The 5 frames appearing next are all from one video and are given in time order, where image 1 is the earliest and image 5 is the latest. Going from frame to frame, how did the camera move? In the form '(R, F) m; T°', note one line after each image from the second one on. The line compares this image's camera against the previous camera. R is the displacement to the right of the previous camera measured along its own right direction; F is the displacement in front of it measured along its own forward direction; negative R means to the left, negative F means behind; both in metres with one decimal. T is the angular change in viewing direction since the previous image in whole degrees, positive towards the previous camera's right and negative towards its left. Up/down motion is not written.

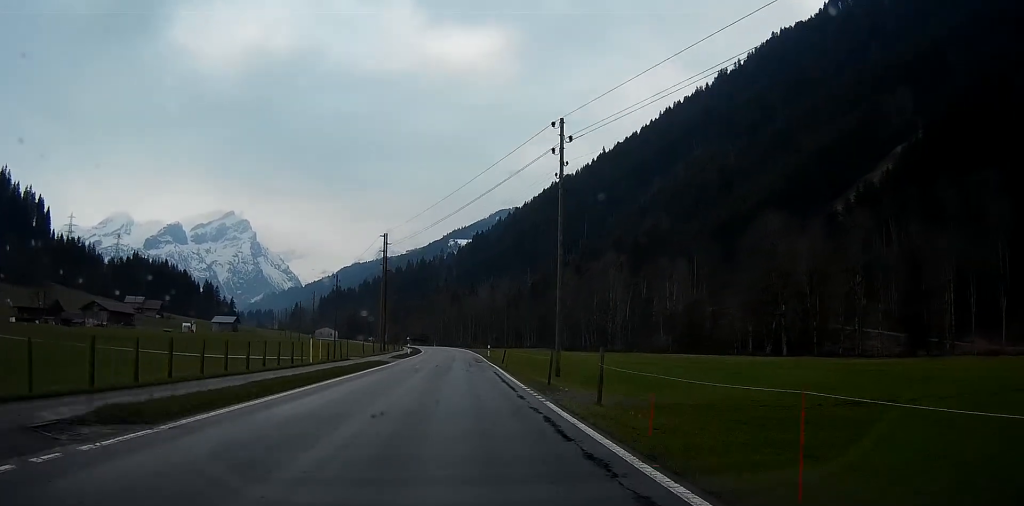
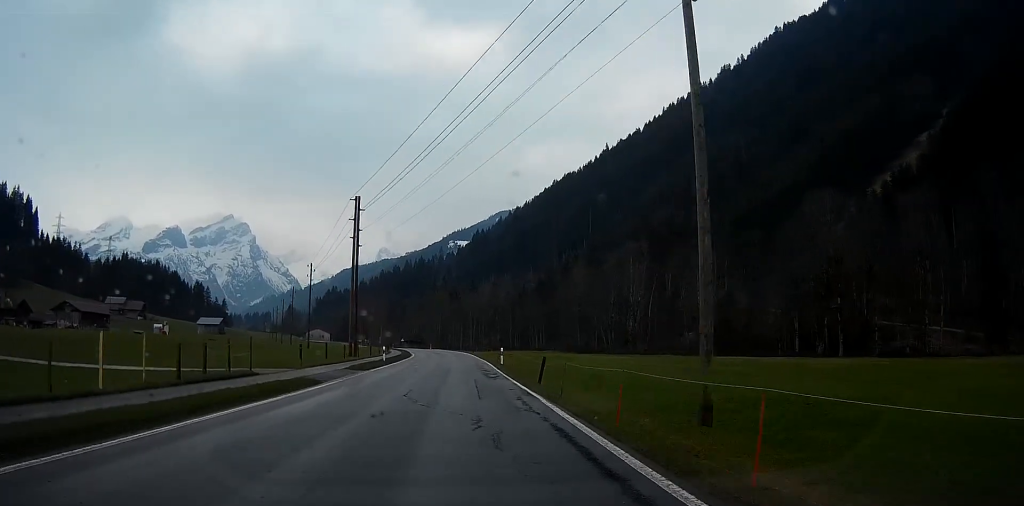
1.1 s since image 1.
(-0.1, +21.7) m; 0°
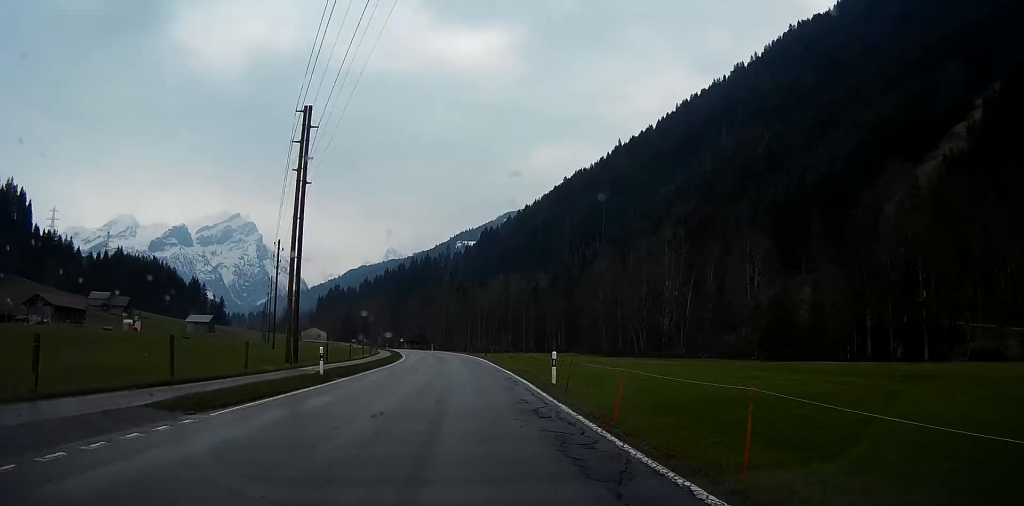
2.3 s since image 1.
(0.0, +22.8) m; 0°
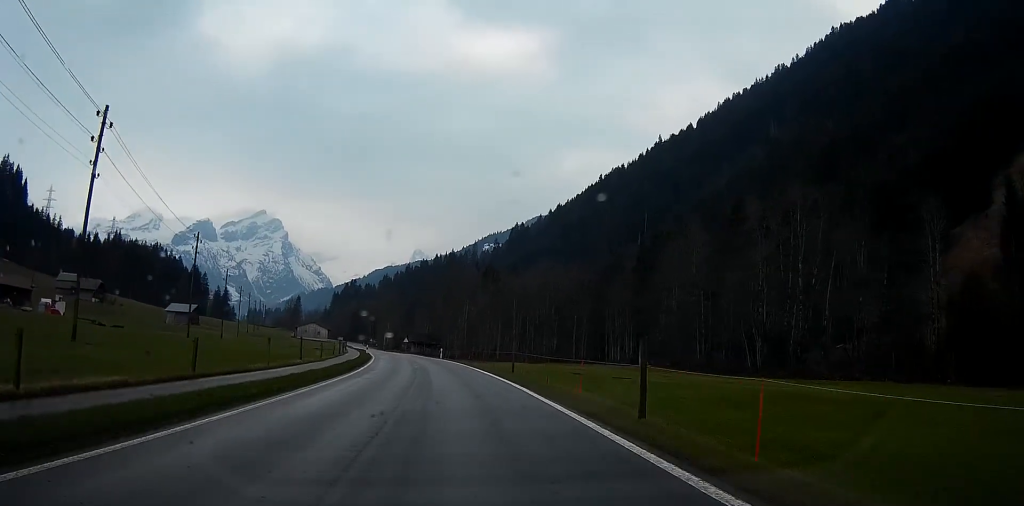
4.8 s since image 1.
(-0.5, +46.9) m; -2°
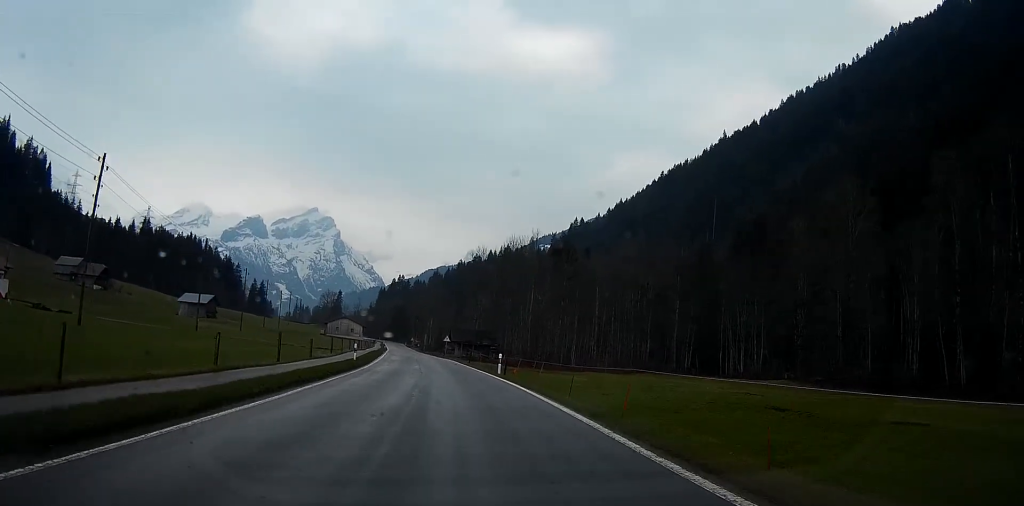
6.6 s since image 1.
(-1.3, +34.1) m; -4°
